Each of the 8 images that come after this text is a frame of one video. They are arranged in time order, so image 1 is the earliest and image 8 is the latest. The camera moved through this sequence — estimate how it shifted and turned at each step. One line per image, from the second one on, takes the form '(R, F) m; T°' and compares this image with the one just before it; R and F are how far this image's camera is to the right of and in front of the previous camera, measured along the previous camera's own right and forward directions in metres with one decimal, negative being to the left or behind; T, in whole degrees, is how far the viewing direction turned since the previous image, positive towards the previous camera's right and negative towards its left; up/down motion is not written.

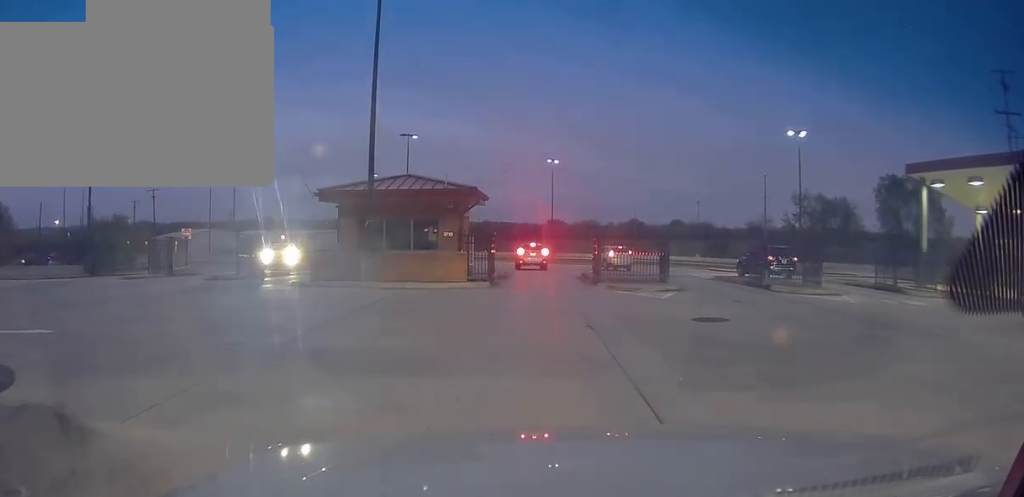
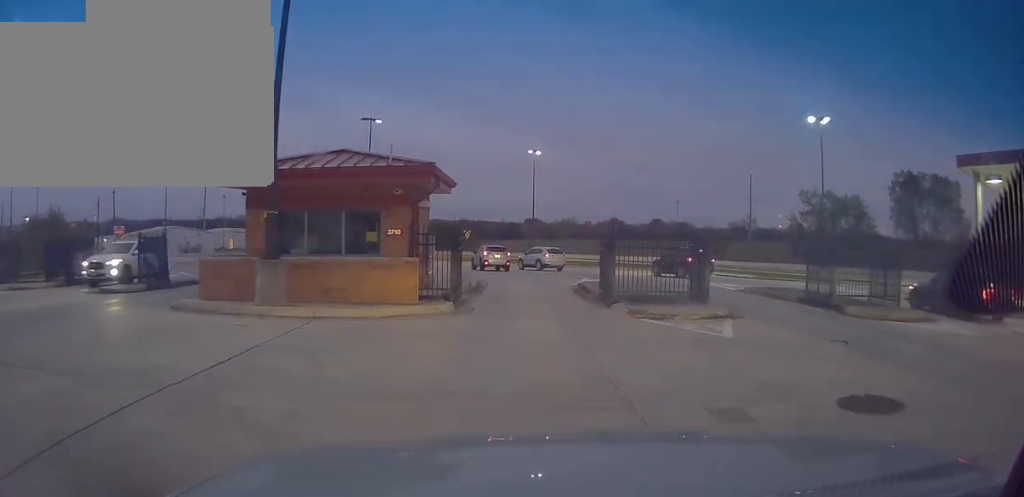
(+0.4, +3.6) m; -4°
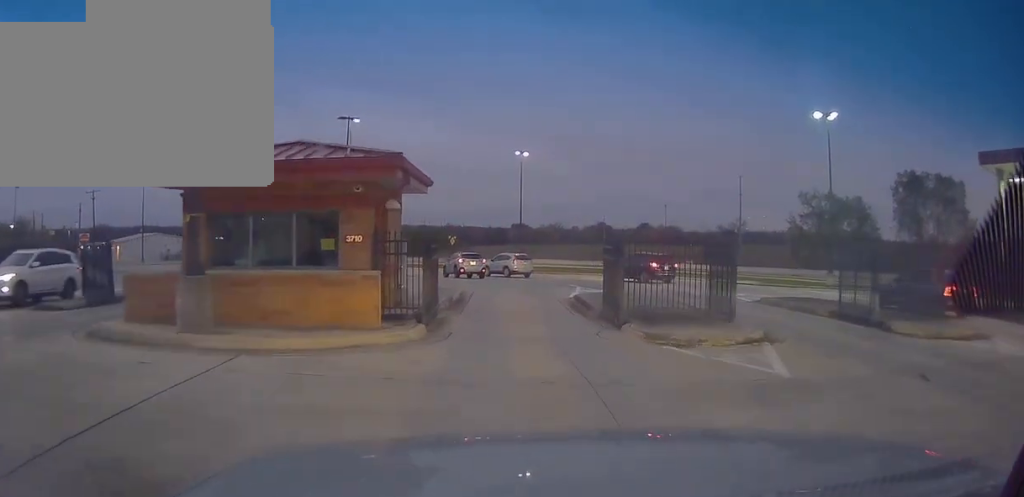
(-0.1, +2.2) m; -2°
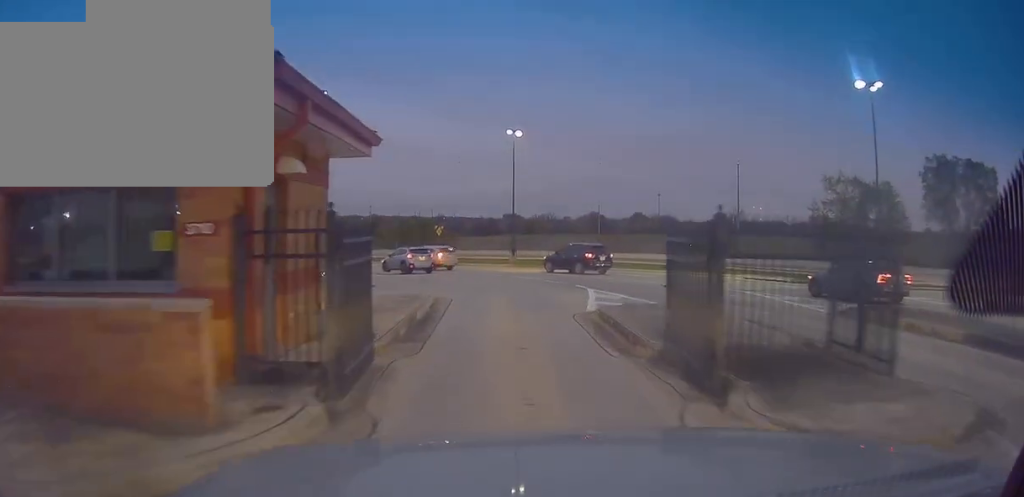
(-0.1, +6.4) m; -4°
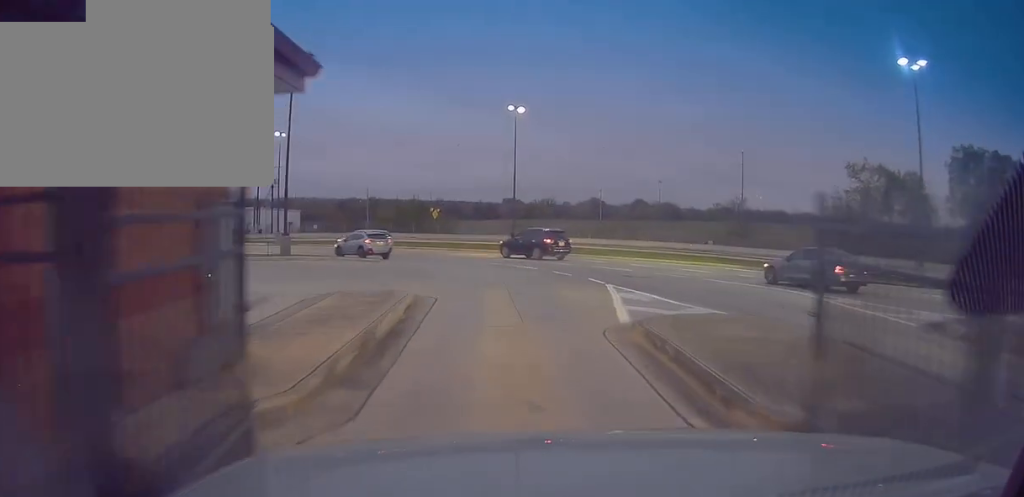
(-0.2, +4.5) m; +1°
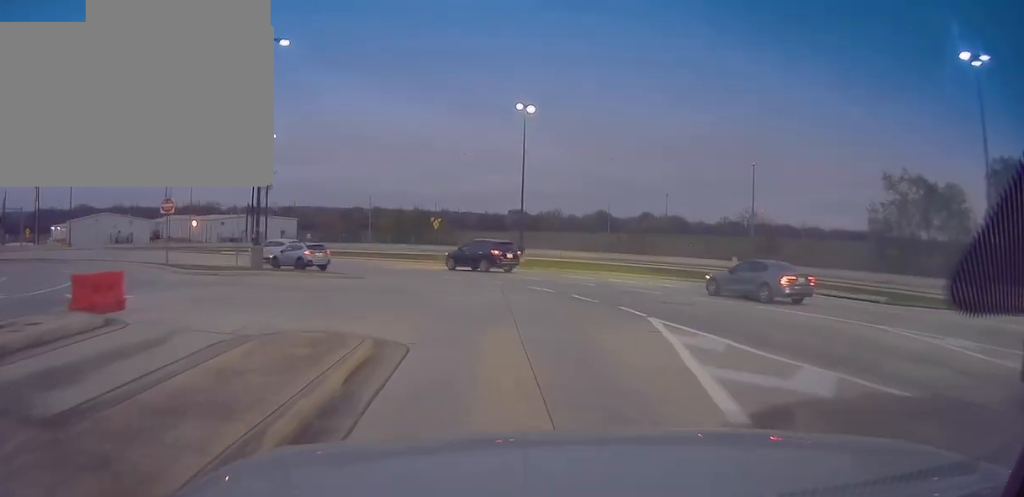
(+0.1, +5.4) m; +3°
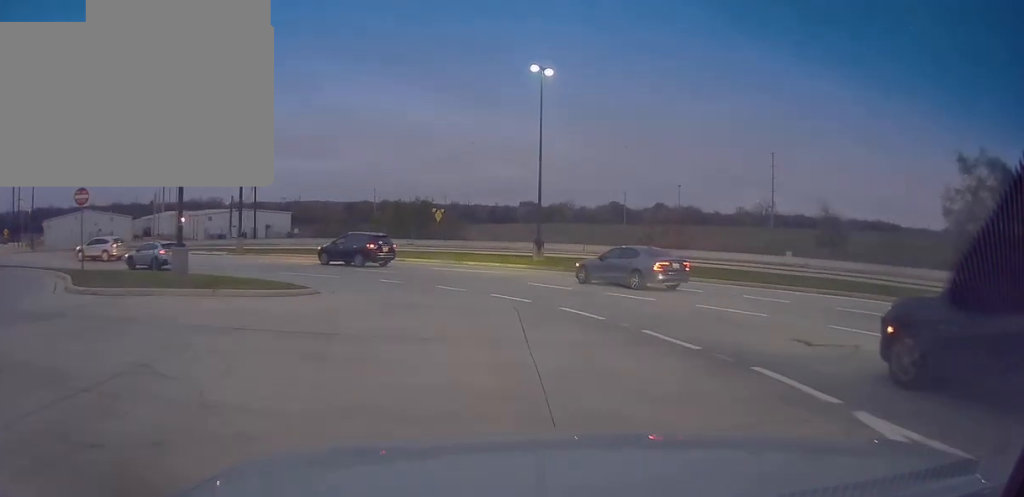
(+0.5, +9.2) m; +3°
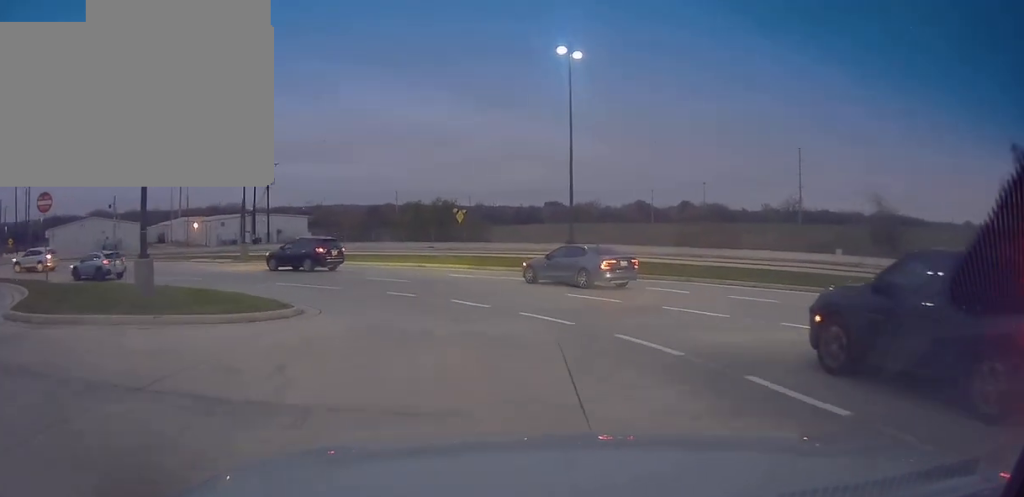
(0.0, +4.2) m; -2°
